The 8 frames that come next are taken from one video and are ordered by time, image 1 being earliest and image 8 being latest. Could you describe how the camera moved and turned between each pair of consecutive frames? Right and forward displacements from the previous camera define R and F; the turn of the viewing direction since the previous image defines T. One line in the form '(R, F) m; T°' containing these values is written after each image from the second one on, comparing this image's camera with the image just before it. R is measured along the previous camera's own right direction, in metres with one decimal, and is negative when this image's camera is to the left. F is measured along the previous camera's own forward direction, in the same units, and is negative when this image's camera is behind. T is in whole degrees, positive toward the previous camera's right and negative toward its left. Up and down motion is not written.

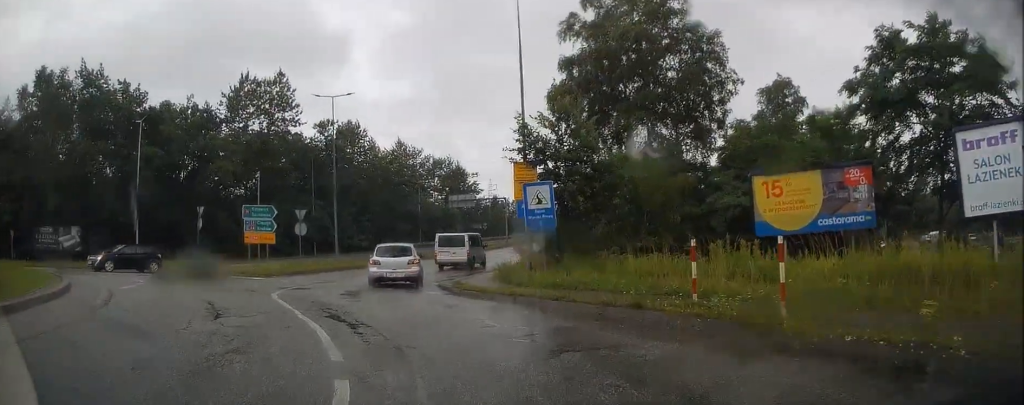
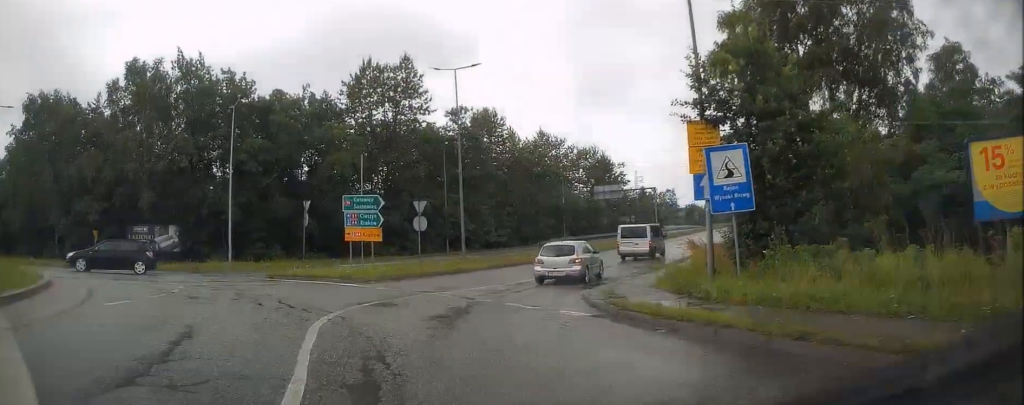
(-0.5, +6.4) m; -3°
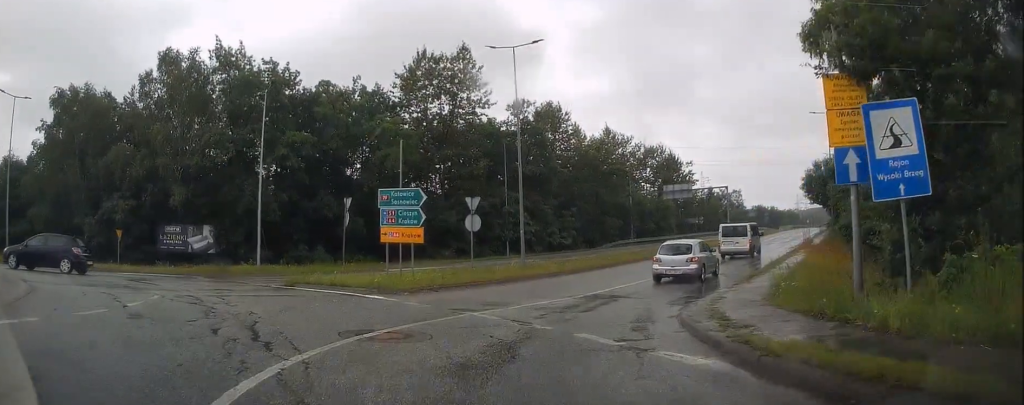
(-0.2, +4.5) m; +1°
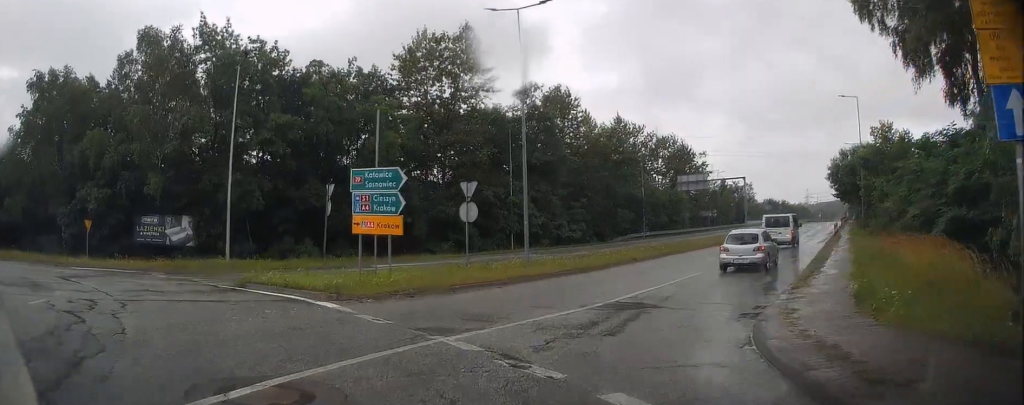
(+0.3, +4.5) m; +7°
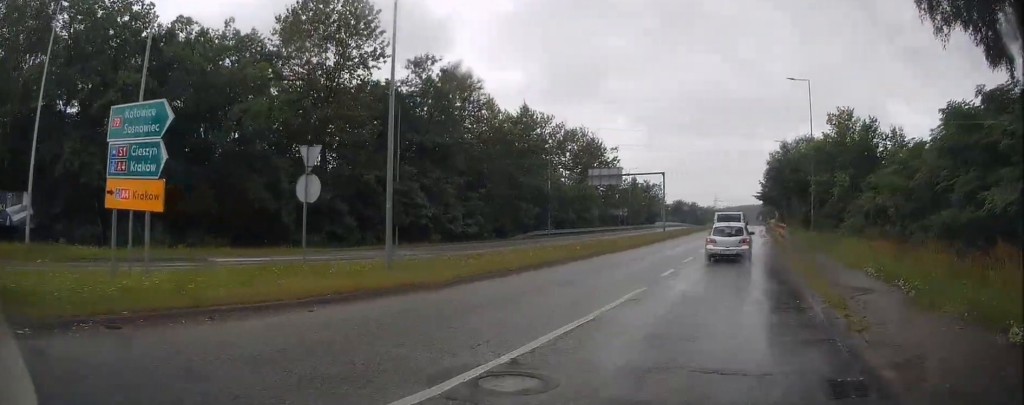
(+0.7, +7.8) m; +12°
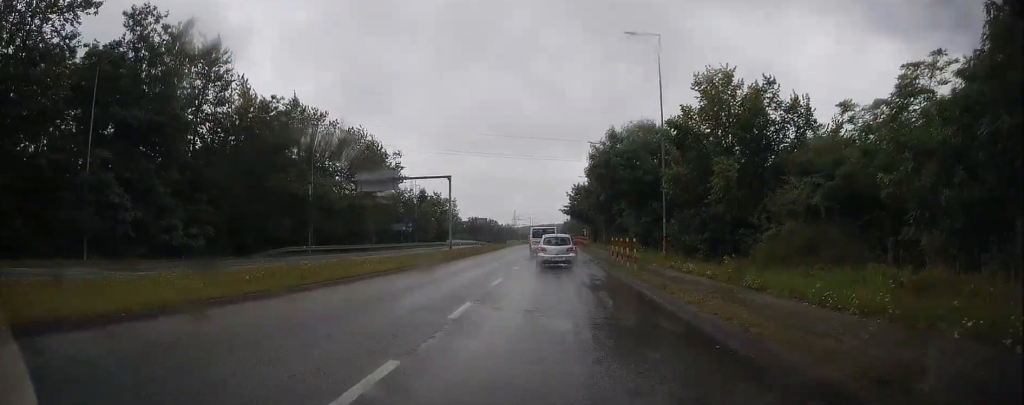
(+2.2, +14.4) m; +11°
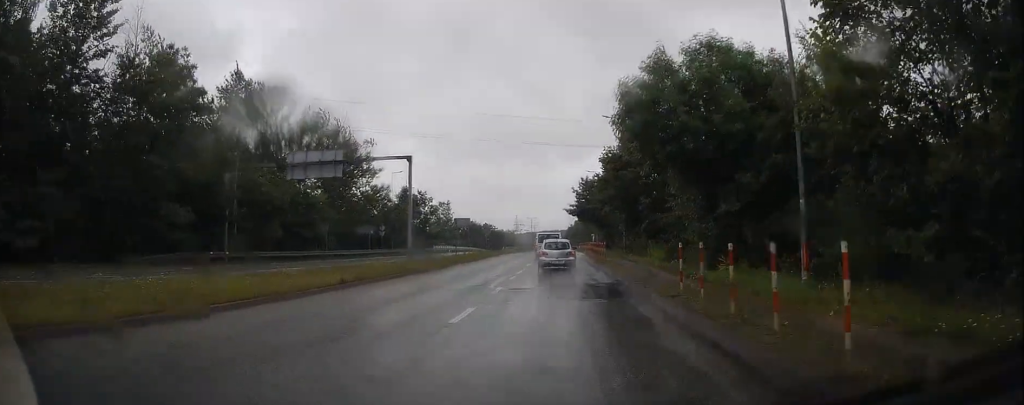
(0.0, +16.7) m; -2°
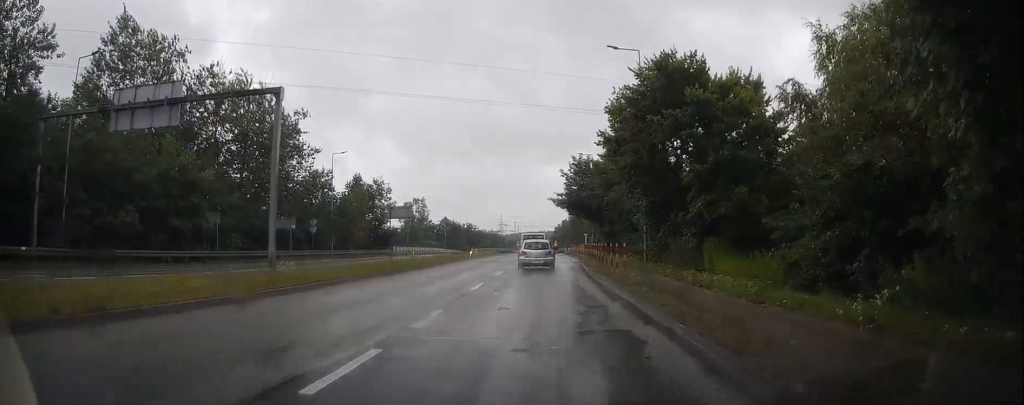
(-0.4, +17.6) m; -3°
